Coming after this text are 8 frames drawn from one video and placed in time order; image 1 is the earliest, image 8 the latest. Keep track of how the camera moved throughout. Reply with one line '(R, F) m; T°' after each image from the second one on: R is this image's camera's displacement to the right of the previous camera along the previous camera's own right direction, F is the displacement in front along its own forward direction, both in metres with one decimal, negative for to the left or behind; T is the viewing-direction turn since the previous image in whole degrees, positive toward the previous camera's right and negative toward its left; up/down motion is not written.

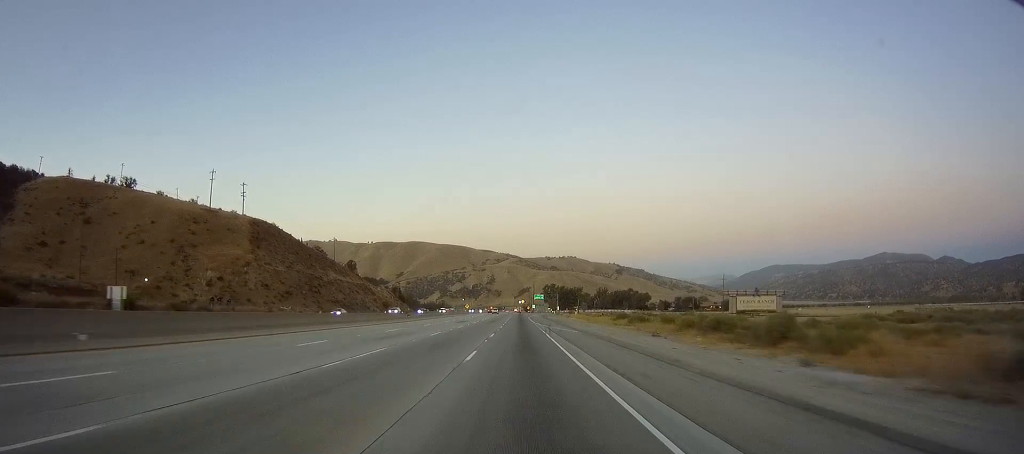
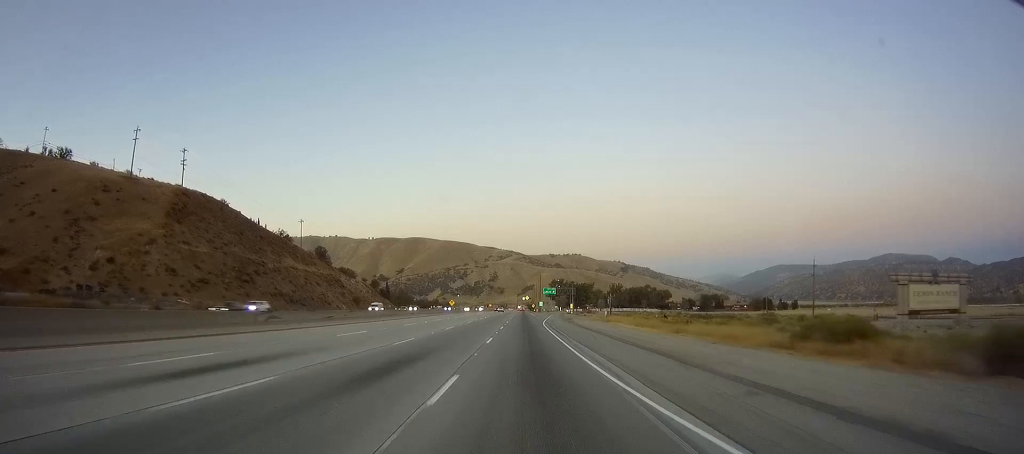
(+0.5, +54.8) m; +1°
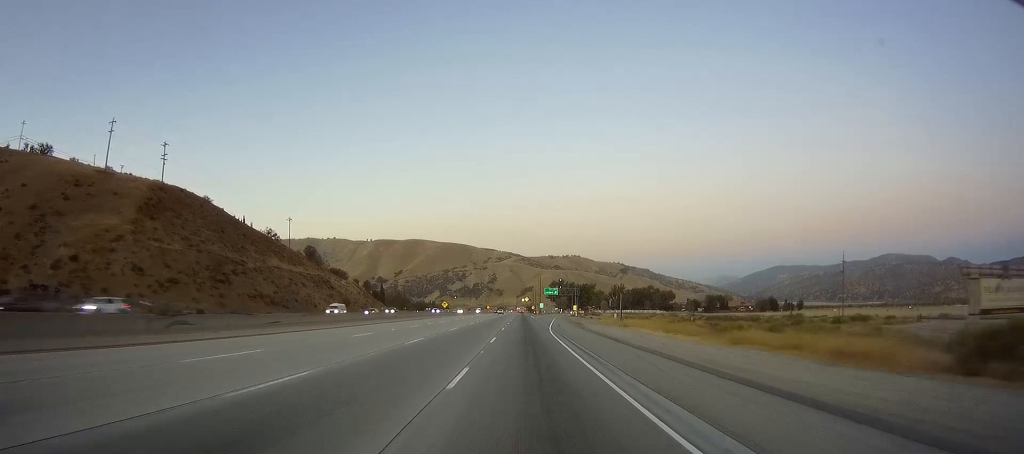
(0.0, +12.7) m; 0°
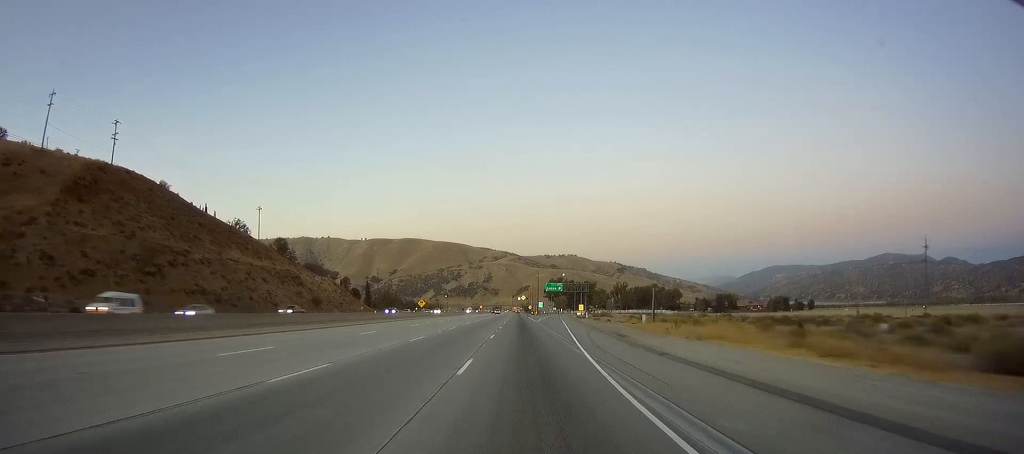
(+0.2, +27.4) m; 0°
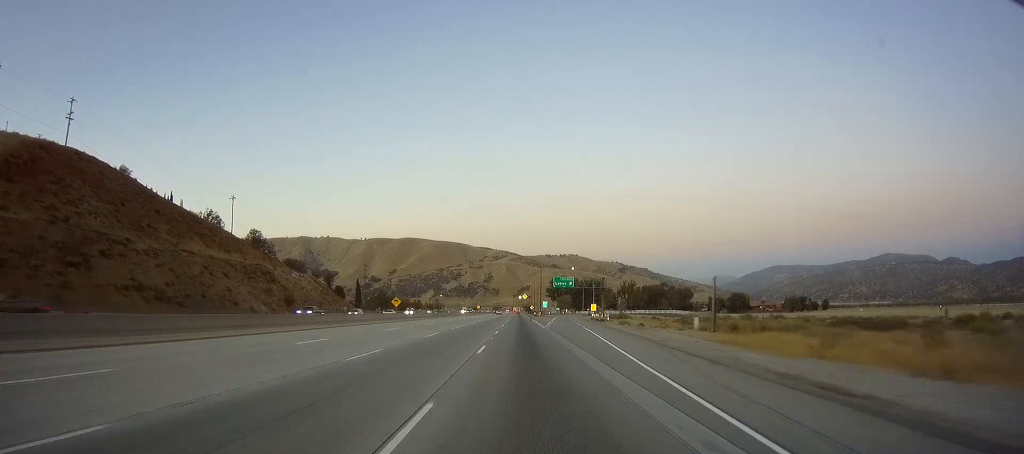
(0.0, +23.5) m; -1°
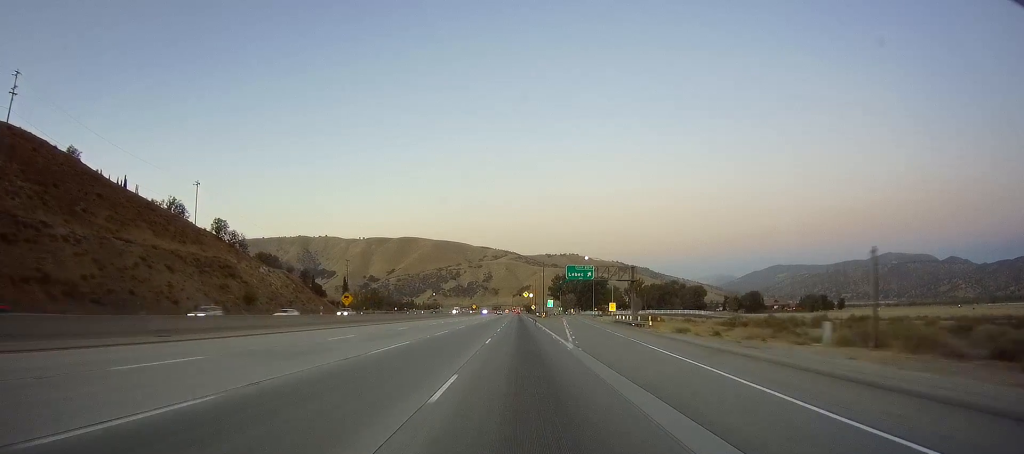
(-0.3, +25.3) m; 0°
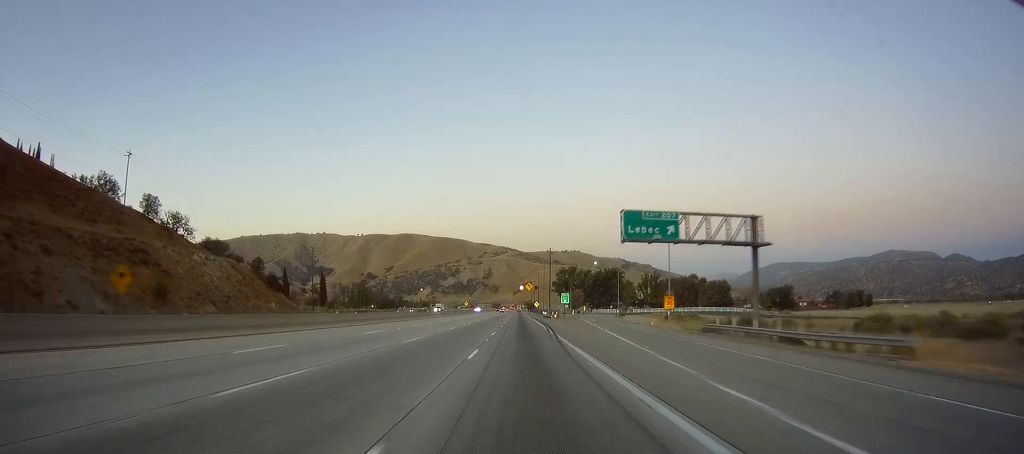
(+0.2, +38.1) m; +1°
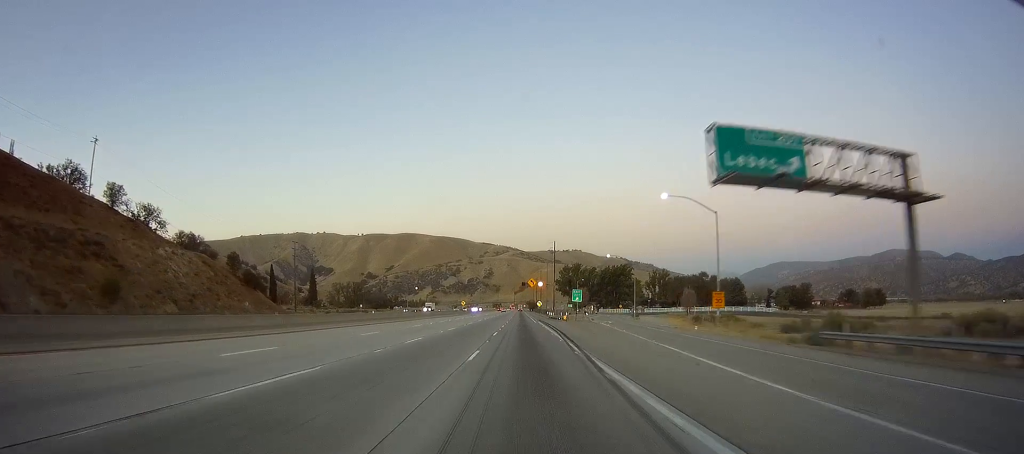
(0.0, +15.7) m; 0°
